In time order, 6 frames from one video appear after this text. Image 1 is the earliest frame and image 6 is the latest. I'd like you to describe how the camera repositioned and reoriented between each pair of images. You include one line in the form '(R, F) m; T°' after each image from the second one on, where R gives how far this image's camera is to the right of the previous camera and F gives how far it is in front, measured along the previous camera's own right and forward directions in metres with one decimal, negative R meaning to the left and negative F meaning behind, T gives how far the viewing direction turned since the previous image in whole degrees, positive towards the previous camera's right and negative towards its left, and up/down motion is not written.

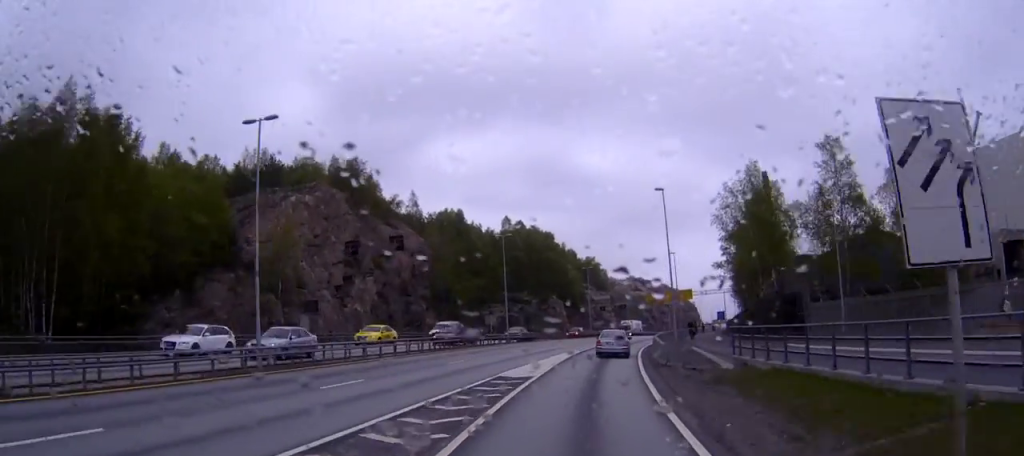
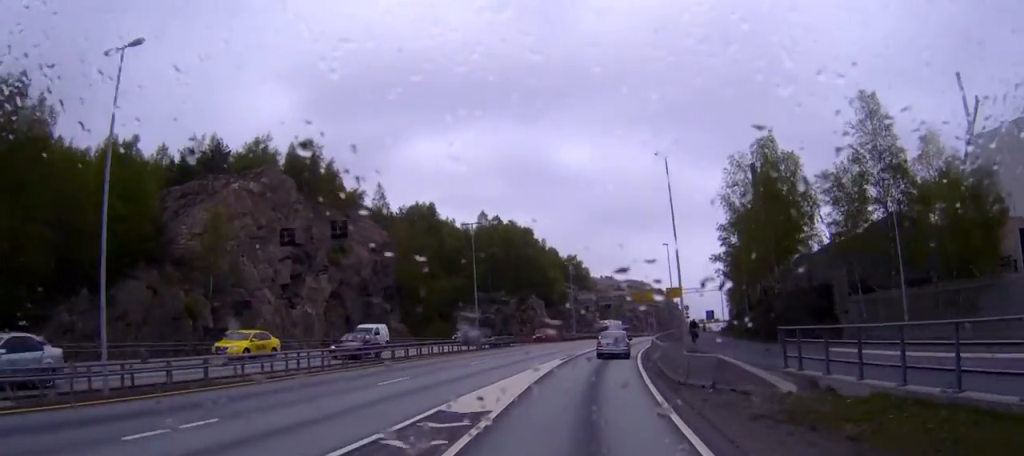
(0.0, +8.7) m; 0°
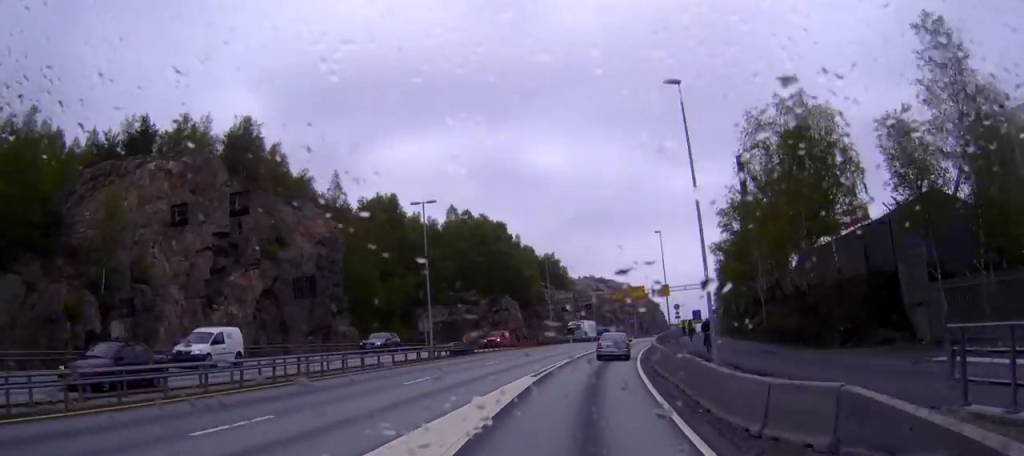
(0.0, +10.2) m; +1°
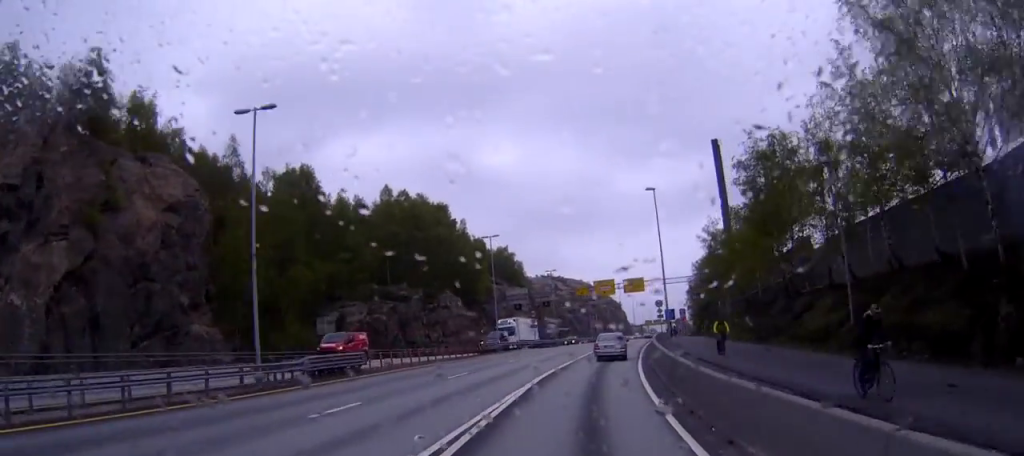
(+0.3, +19.6) m; +2°
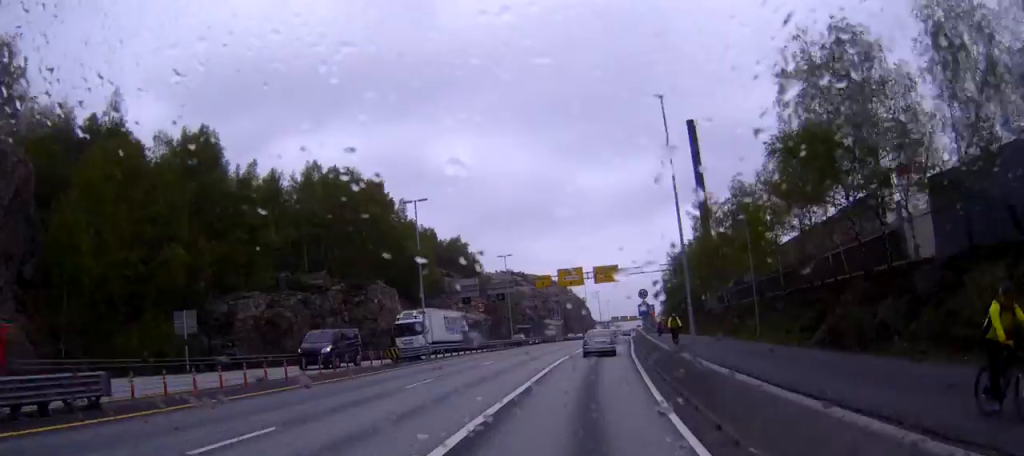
(+0.3, +16.8) m; +4°
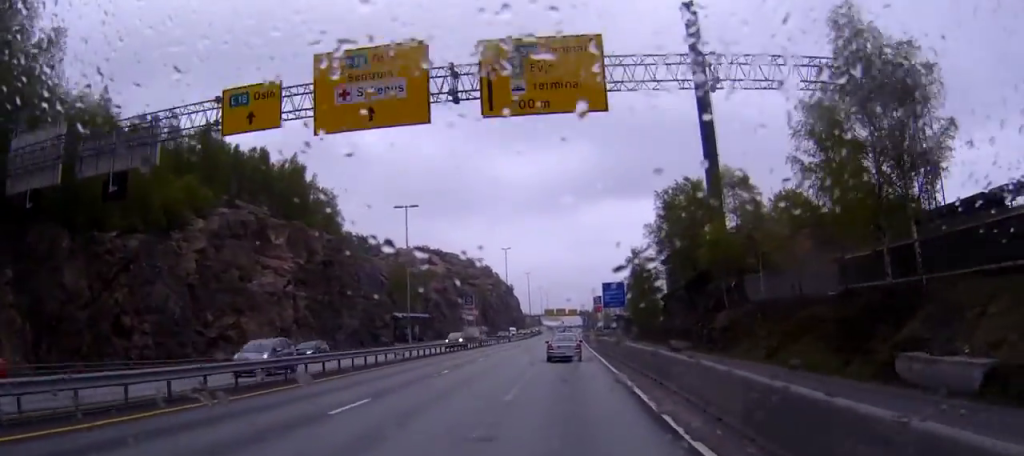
(+6.0, +65.0) m; +7°
